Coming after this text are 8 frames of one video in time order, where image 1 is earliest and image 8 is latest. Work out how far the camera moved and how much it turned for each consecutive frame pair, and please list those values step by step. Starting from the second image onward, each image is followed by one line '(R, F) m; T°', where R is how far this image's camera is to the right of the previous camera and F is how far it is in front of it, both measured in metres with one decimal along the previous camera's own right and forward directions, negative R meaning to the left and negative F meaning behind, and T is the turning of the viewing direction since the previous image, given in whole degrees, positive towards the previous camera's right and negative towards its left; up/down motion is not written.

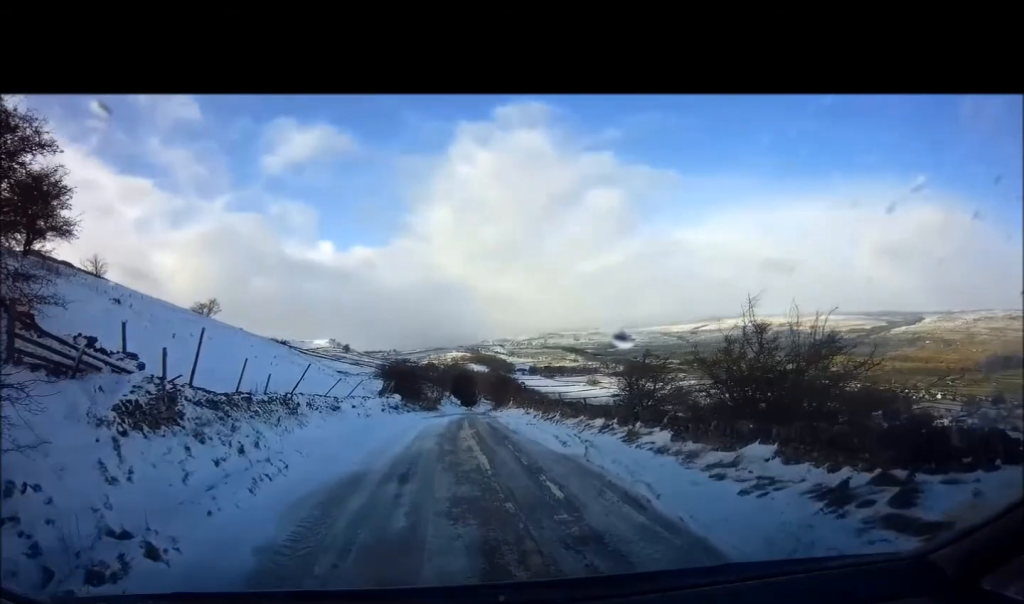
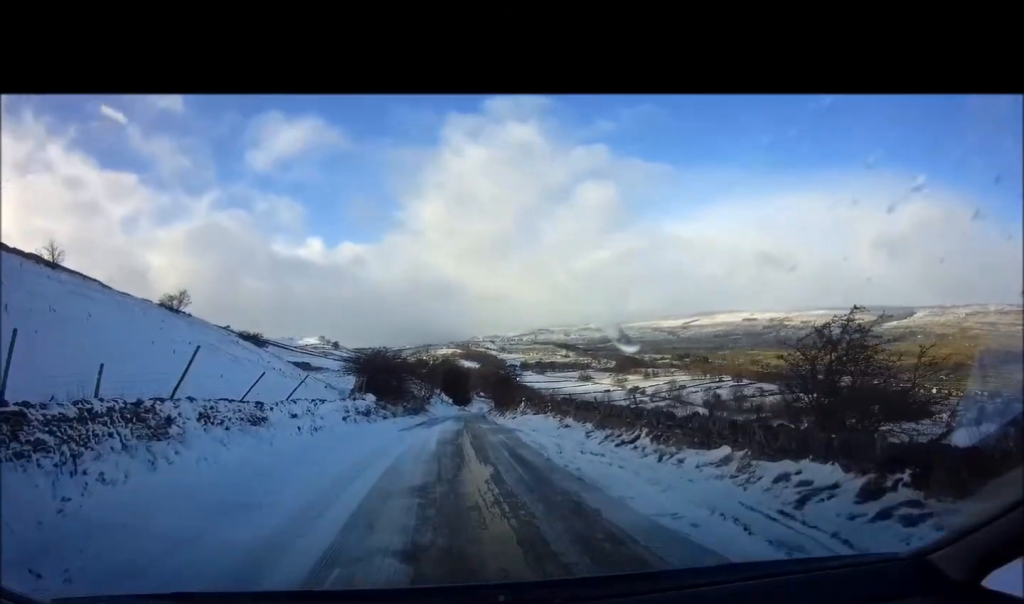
(+0.1, +9.3) m; +2°
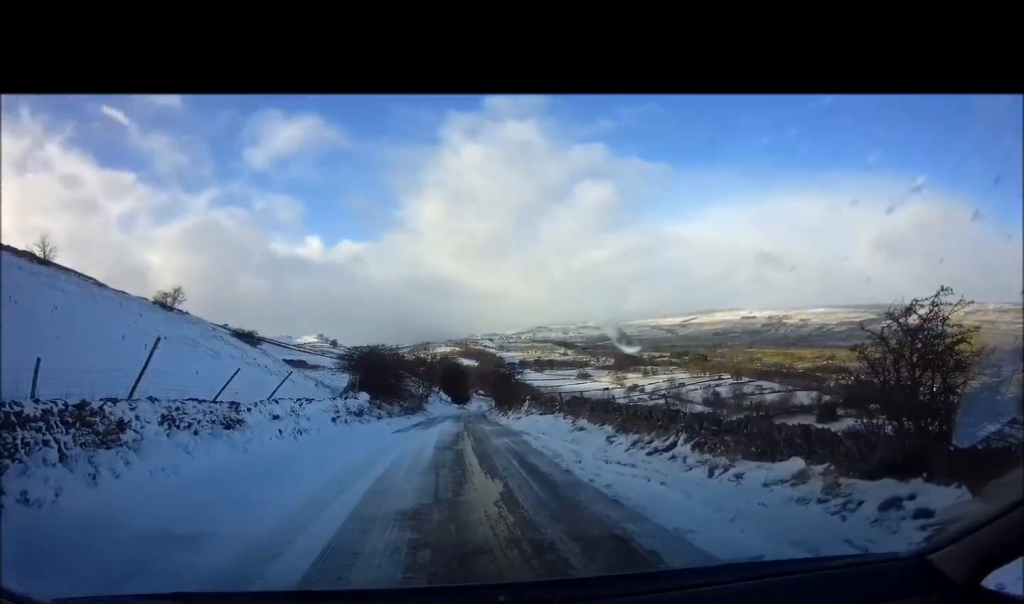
(0.0, +1.7) m; +1°
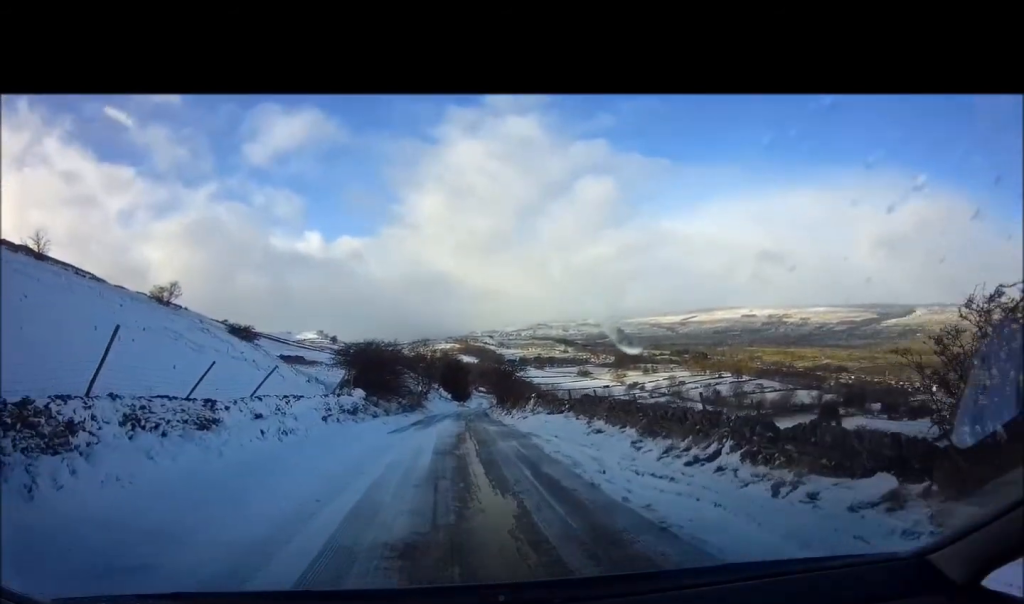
(0.0, +1.4) m; 0°
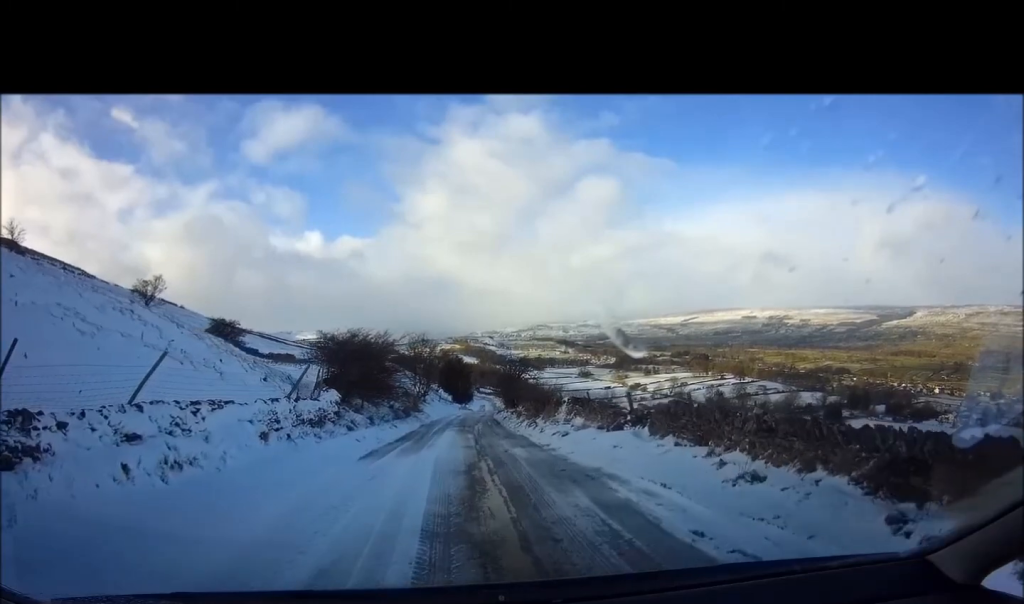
(-0.1, +6.0) m; -2°
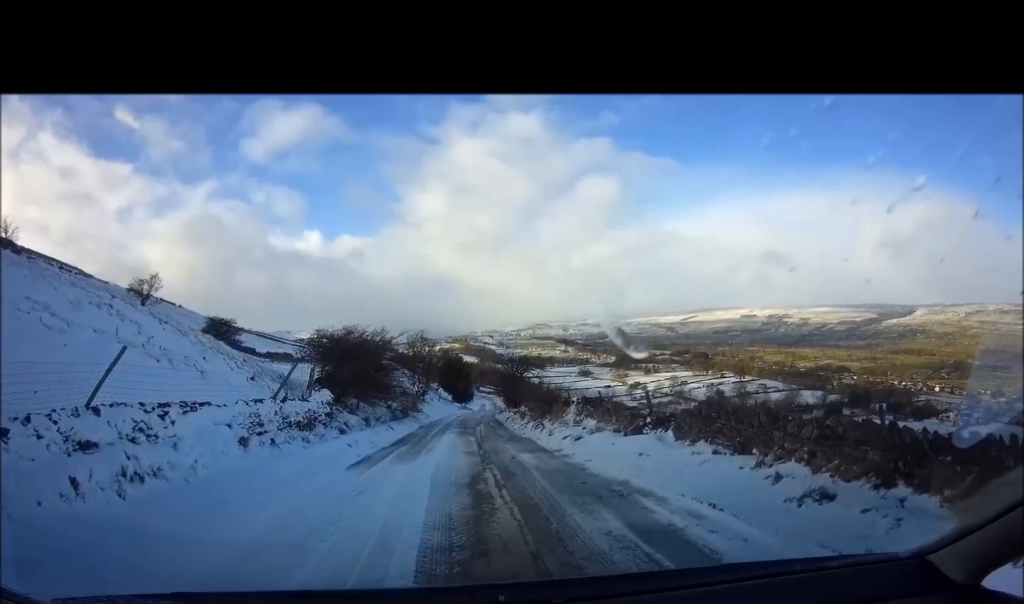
(0.0, +1.3) m; 0°
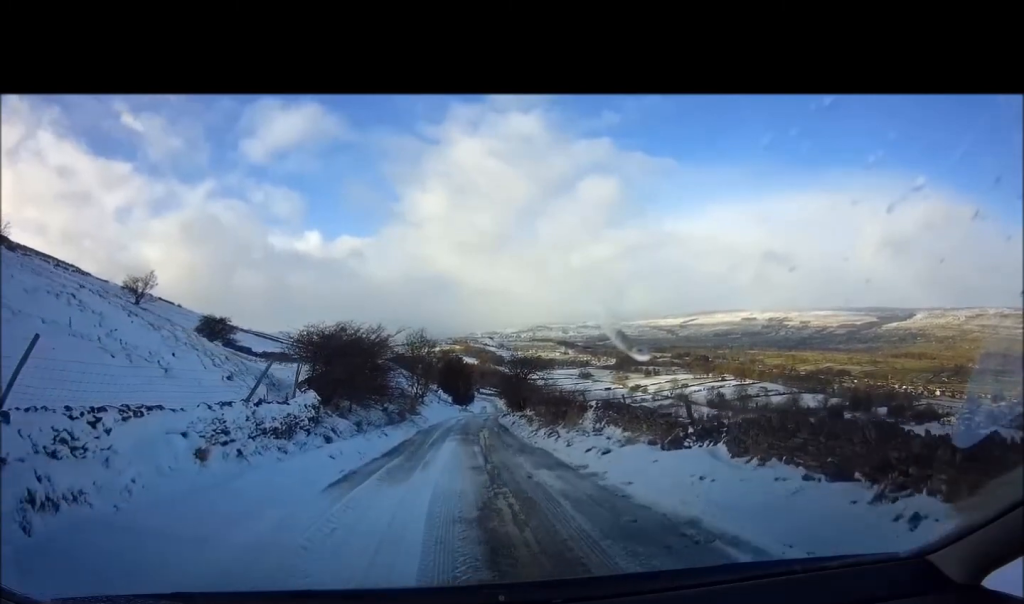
(0.0, +1.9) m; 0°
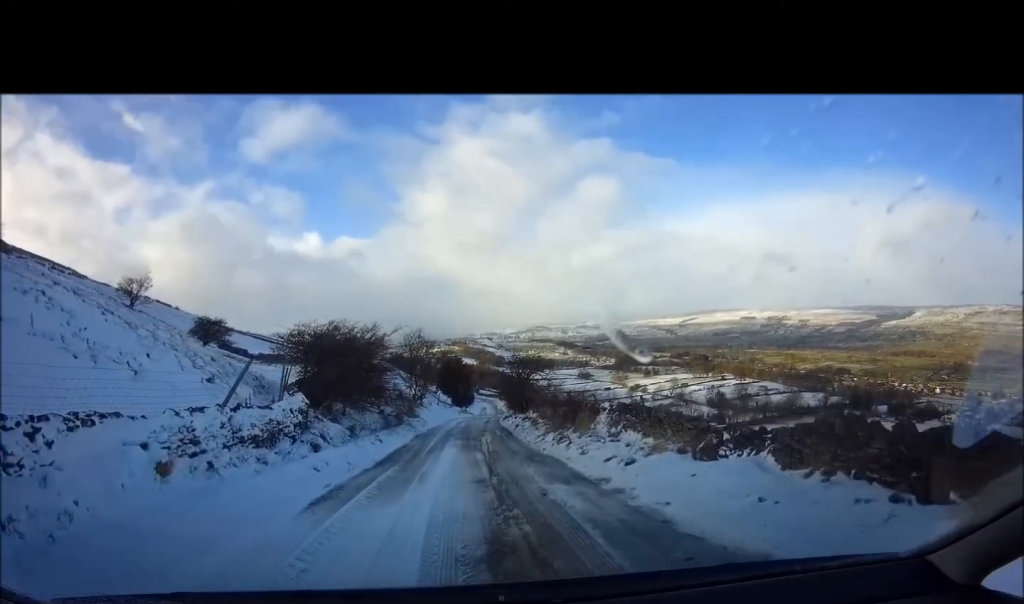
(0.0, +1.3) m; 0°
